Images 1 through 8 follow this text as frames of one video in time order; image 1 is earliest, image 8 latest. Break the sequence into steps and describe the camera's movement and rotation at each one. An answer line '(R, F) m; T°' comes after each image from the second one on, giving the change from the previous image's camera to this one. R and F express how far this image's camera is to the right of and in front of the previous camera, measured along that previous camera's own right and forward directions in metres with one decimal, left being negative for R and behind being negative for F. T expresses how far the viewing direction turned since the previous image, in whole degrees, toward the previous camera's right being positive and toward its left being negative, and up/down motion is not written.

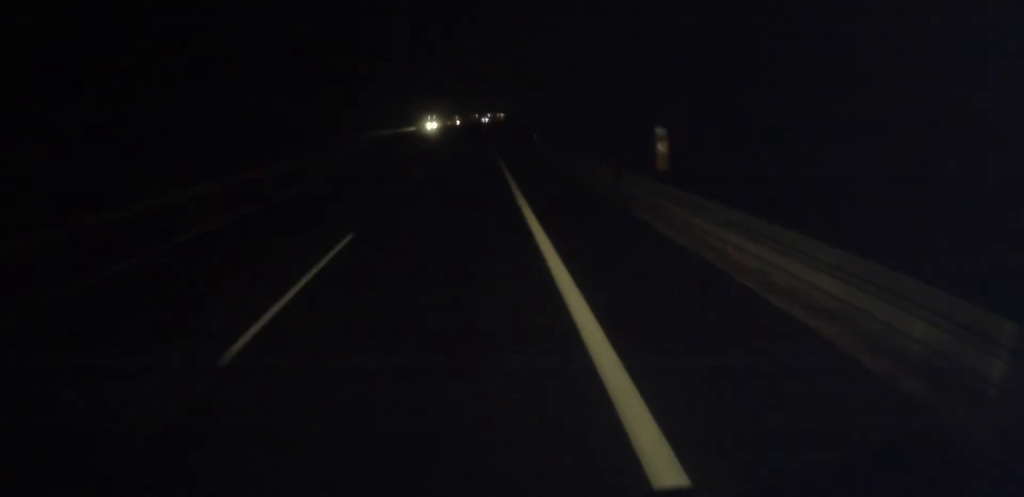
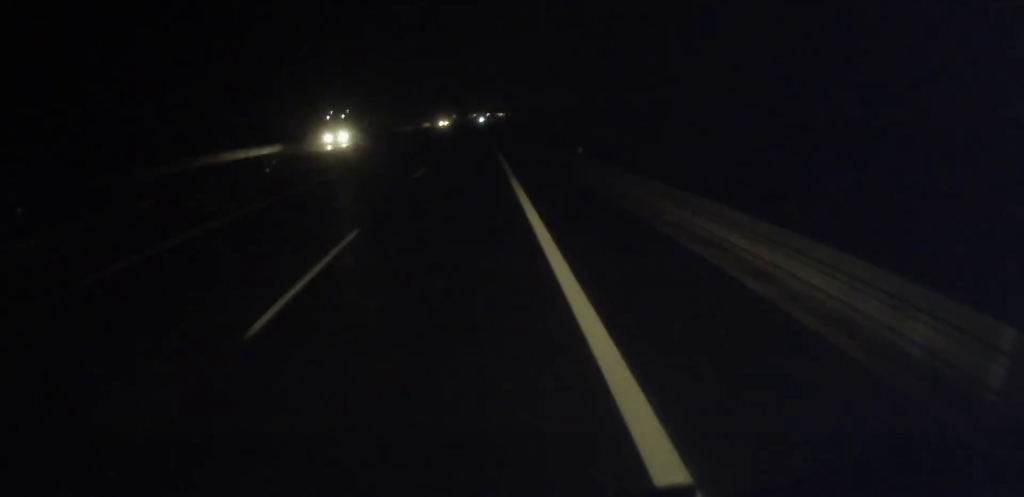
(+0.1, +74.9) m; 0°
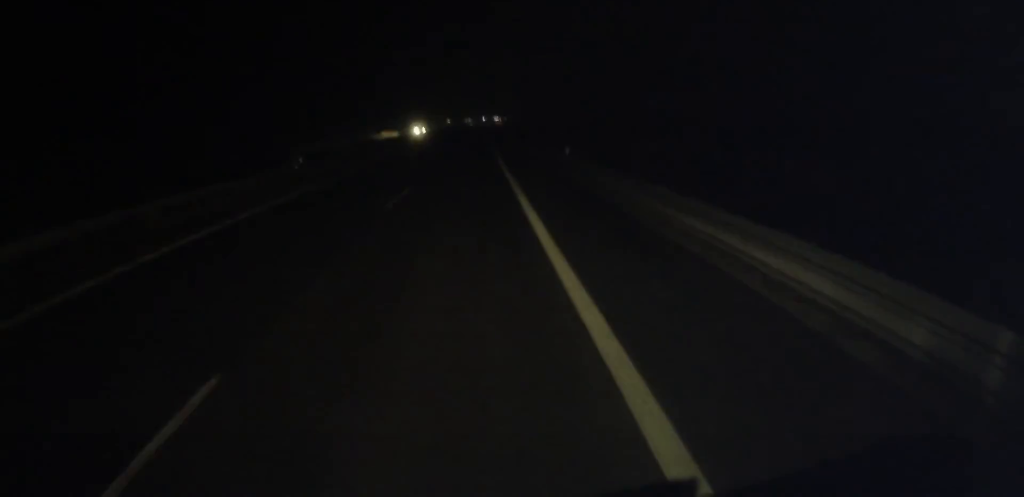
(-0.1, +45.1) m; 0°
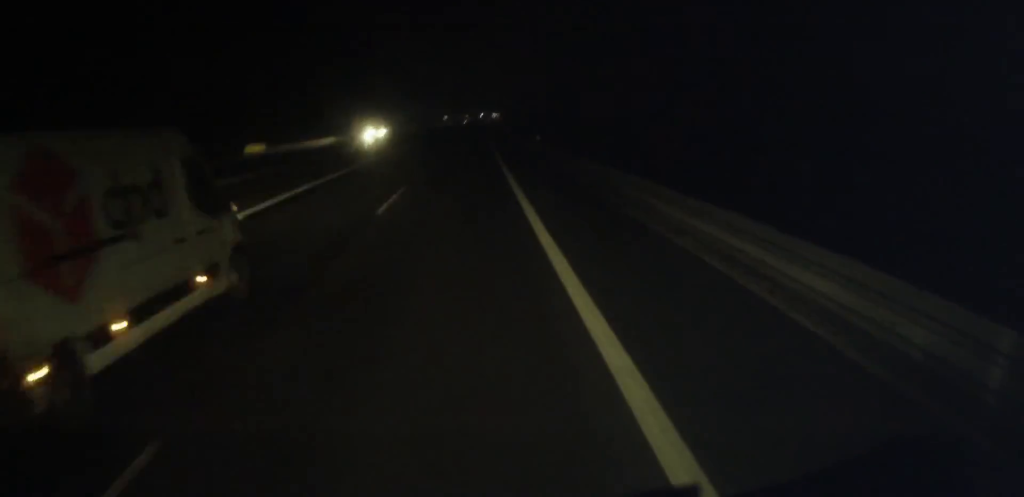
(+0.1, +38.1) m; 0°
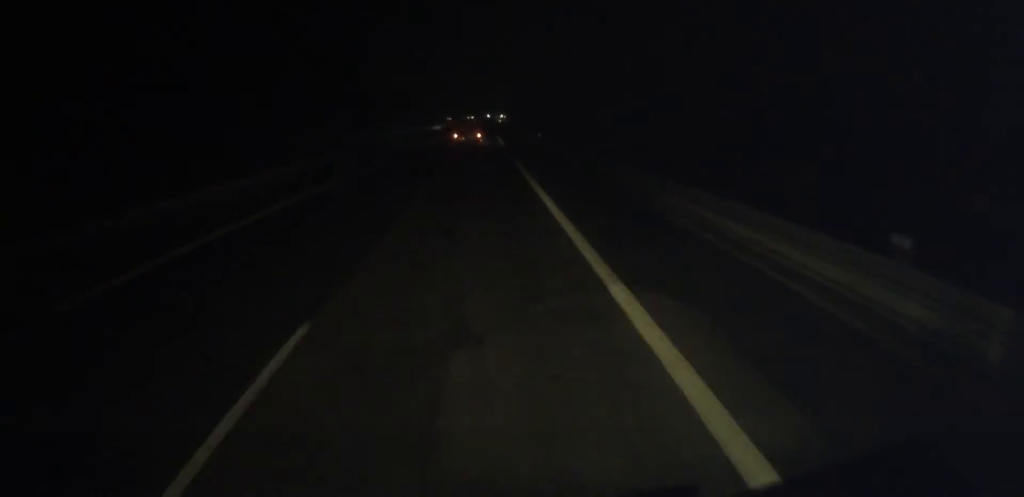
(+0.2, +88.2) m; 0°
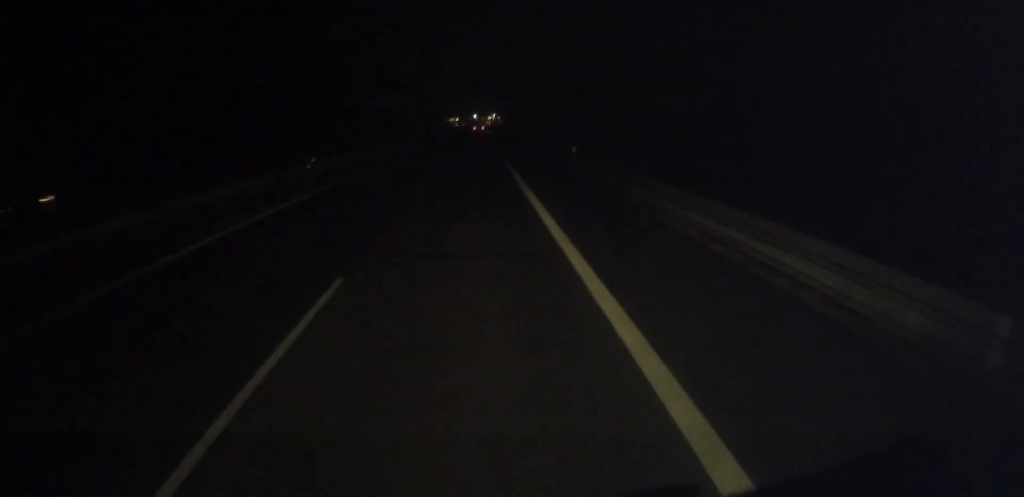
(+1.4, +177.9) m; +1°
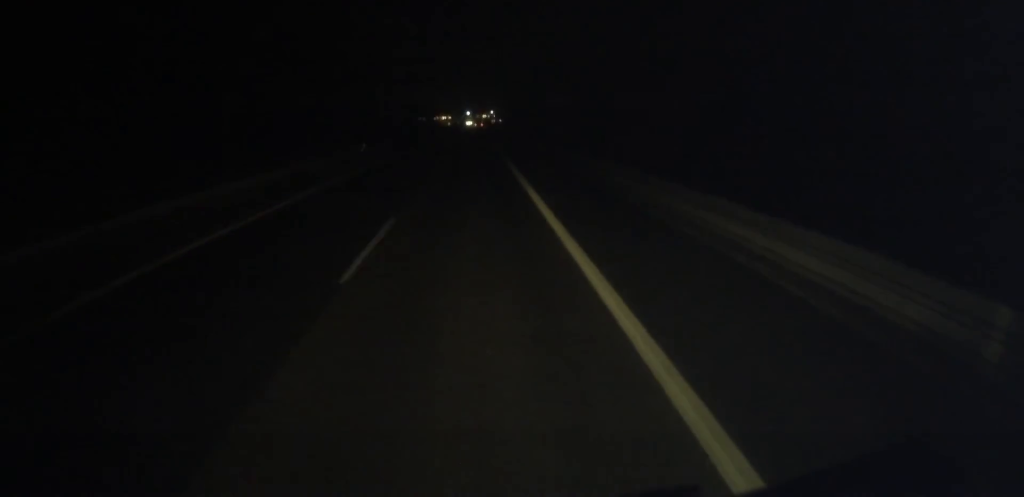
(-0.2, +84.0) m; 0°
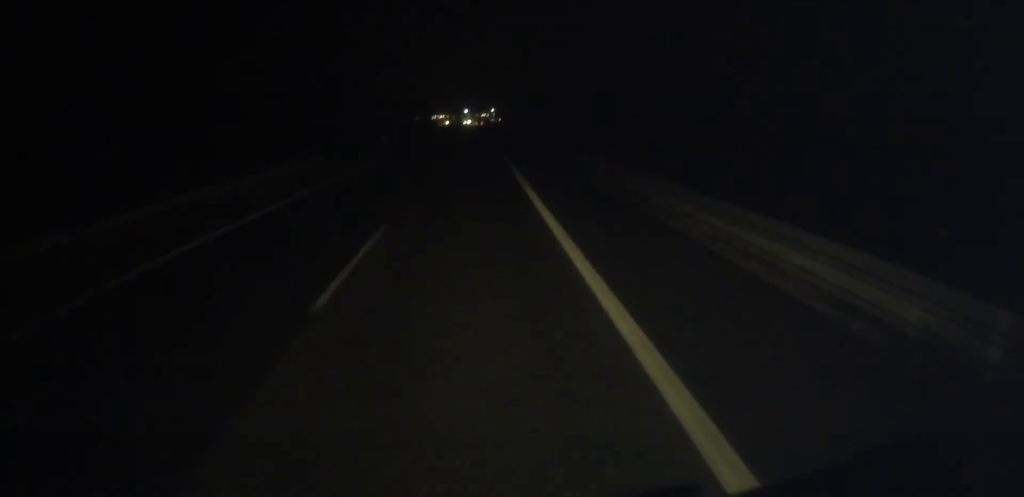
(+0.1, +37.3) m; 0°
